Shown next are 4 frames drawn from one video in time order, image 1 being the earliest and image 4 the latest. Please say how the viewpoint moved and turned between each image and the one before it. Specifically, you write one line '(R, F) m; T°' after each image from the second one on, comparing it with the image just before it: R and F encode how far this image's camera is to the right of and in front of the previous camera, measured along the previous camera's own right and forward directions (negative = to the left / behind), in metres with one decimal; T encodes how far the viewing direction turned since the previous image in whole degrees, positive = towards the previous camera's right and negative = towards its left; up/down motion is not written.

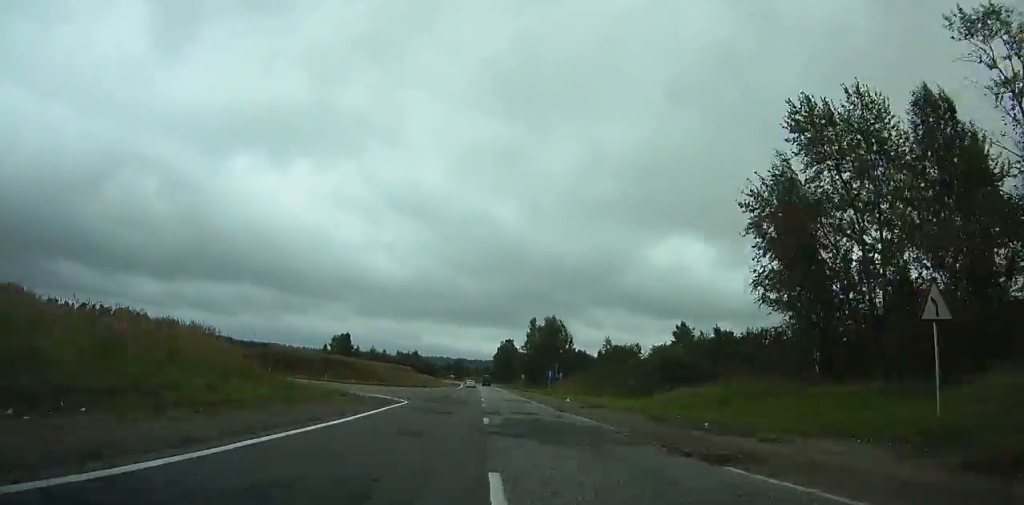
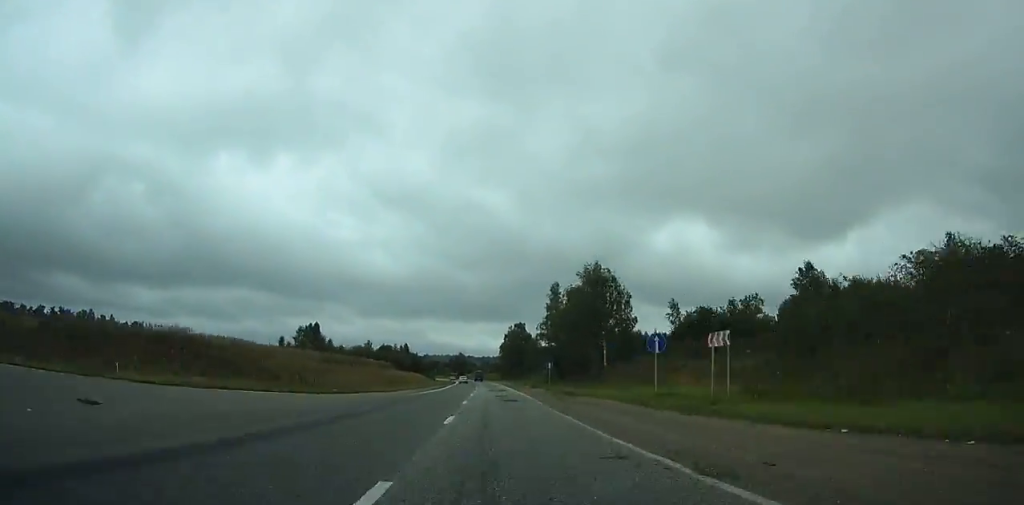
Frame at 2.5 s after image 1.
(+0.5, +49.3) m; 0°
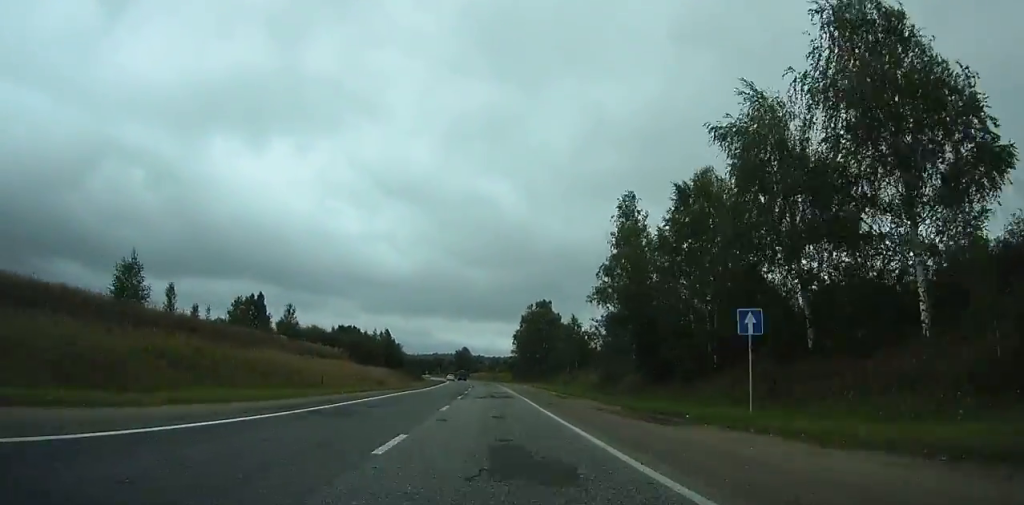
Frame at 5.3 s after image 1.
(-0.3, +55.5) m; -1°
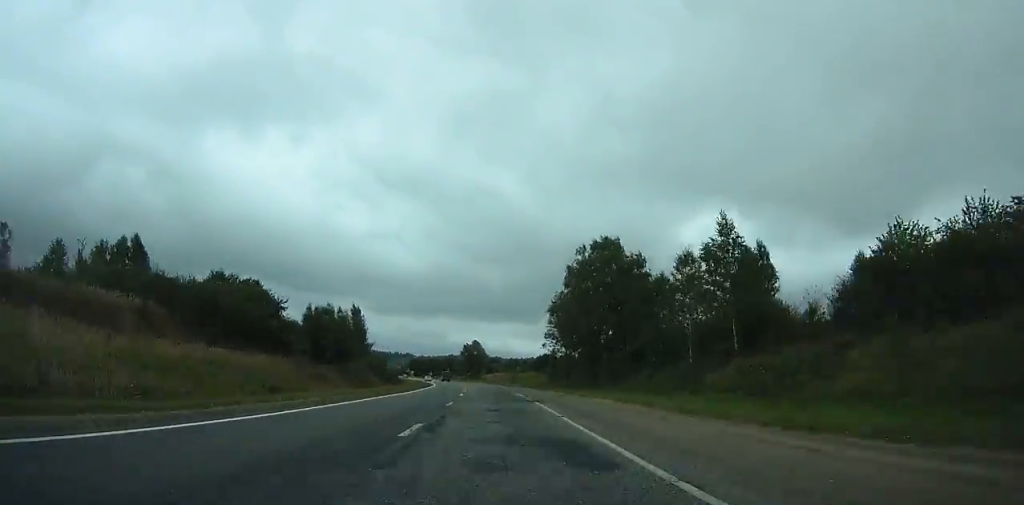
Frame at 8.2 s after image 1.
(-0.8, +57.7) m; -2°
